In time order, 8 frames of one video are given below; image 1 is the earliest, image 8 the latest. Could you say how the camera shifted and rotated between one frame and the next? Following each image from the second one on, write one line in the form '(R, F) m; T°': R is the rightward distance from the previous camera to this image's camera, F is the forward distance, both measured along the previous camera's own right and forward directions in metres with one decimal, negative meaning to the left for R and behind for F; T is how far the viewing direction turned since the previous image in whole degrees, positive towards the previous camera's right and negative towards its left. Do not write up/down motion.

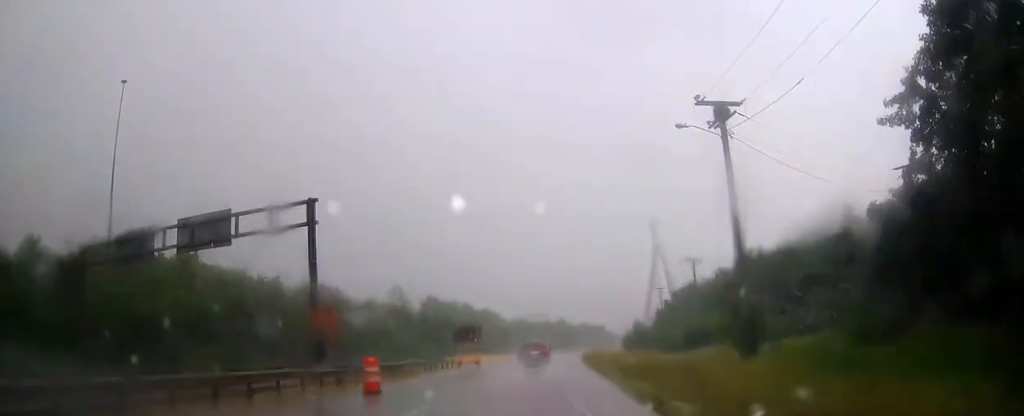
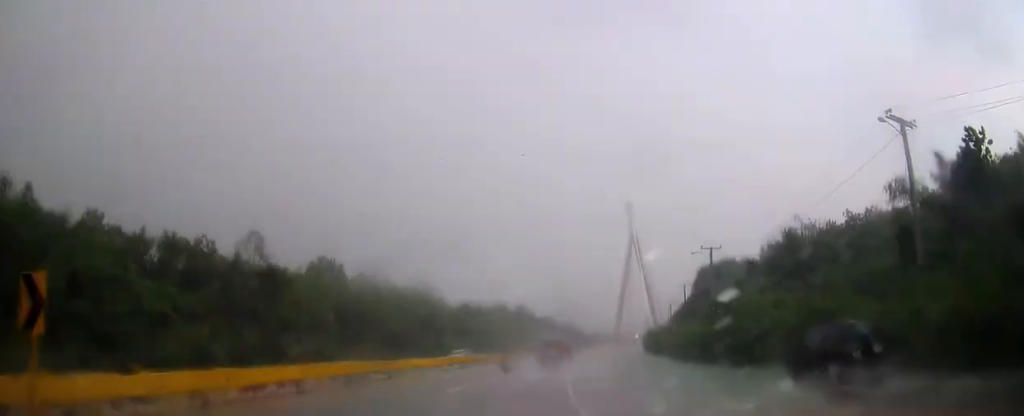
(+2.1, +54.7) m; +4°
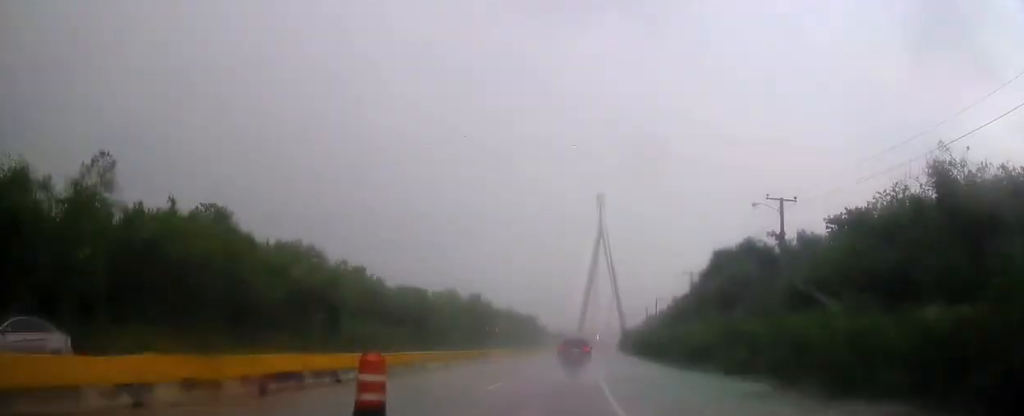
(0.0, +26.7) m; +3°
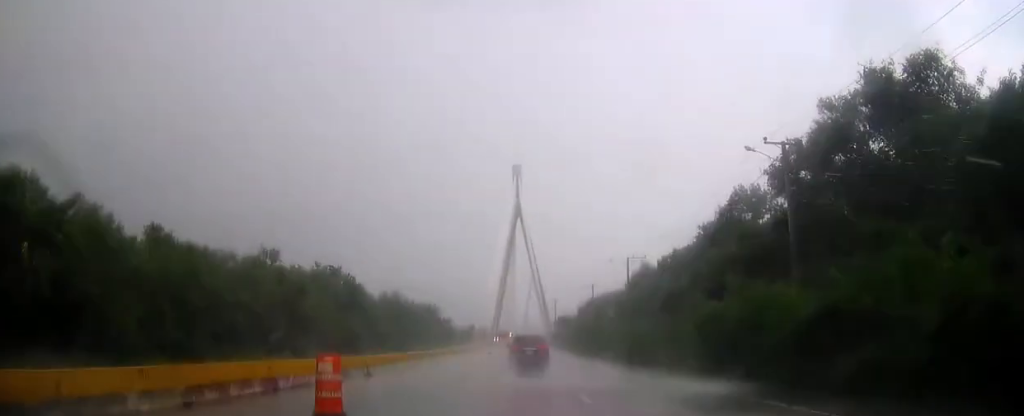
(+3.9, +52.9) m; +6°
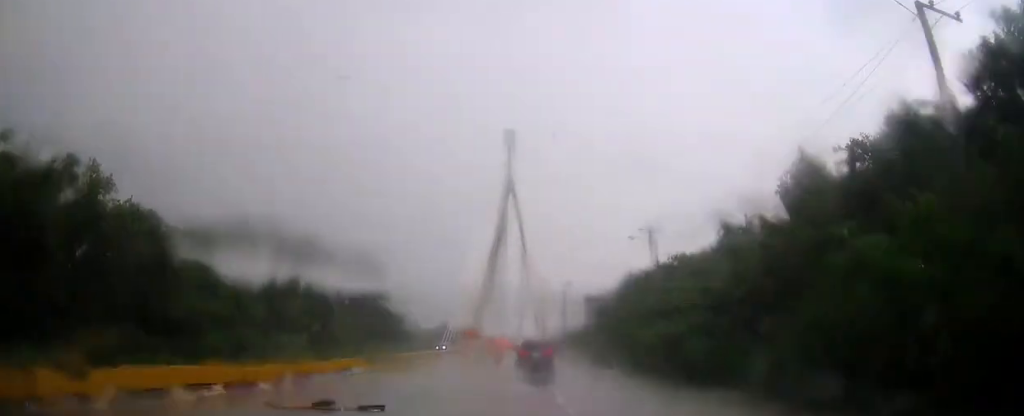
(+1.3, +62.1) m; +2°
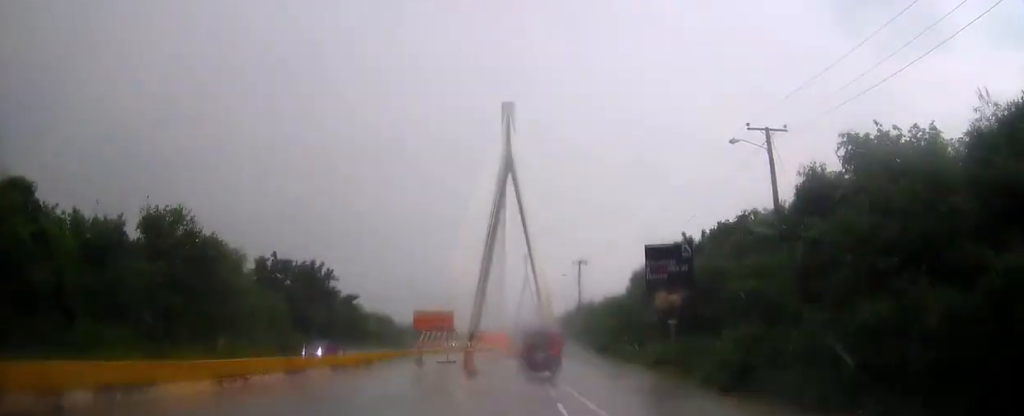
(+0.1, +29.6) m; 0°
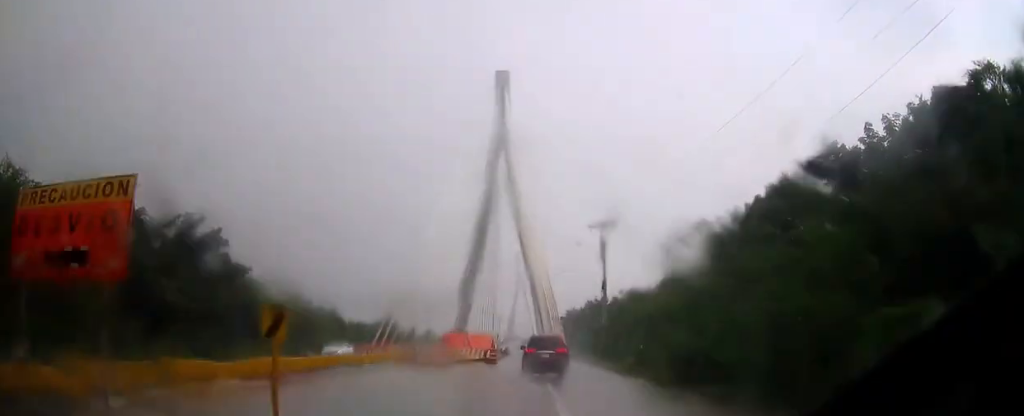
(+0.1, +29.7) m; 0°
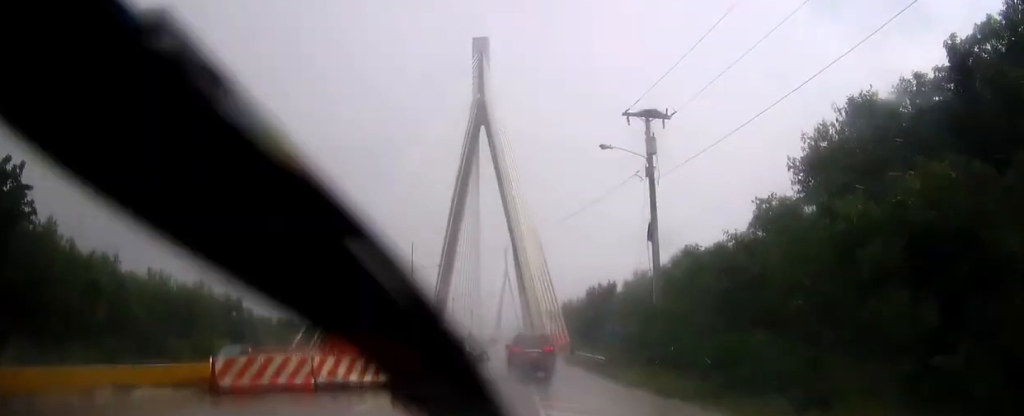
(+0.1, +25.8) m; 0°
